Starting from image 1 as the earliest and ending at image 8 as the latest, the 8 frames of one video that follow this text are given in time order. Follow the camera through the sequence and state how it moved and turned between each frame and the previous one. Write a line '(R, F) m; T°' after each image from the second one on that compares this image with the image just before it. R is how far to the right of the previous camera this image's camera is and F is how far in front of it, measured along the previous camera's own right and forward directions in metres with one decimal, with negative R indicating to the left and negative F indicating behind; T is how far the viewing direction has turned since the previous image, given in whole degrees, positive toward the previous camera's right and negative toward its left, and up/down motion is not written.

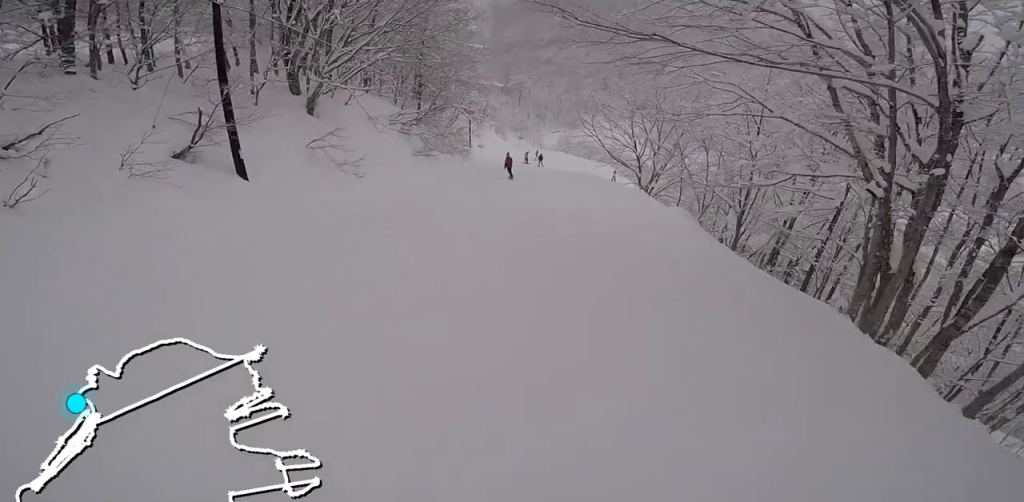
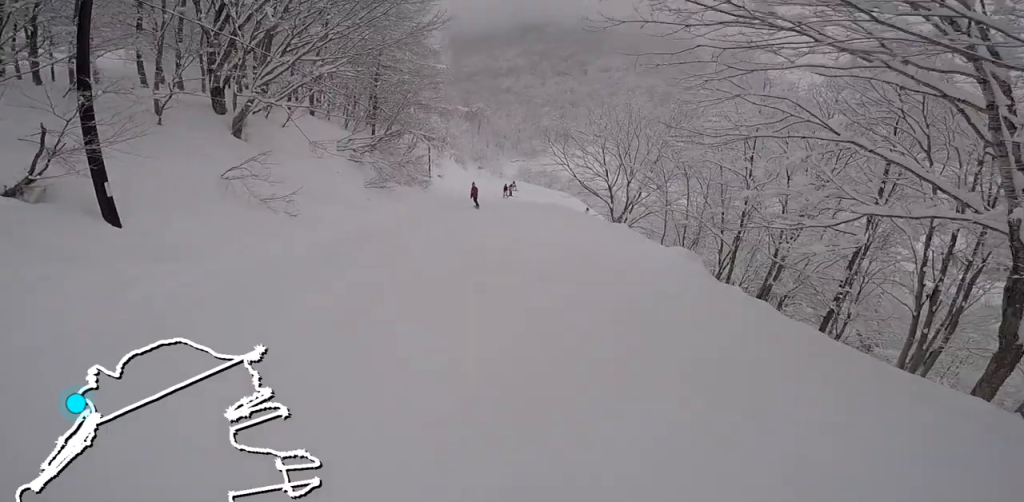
(-1.0, +2.3) m; 0°
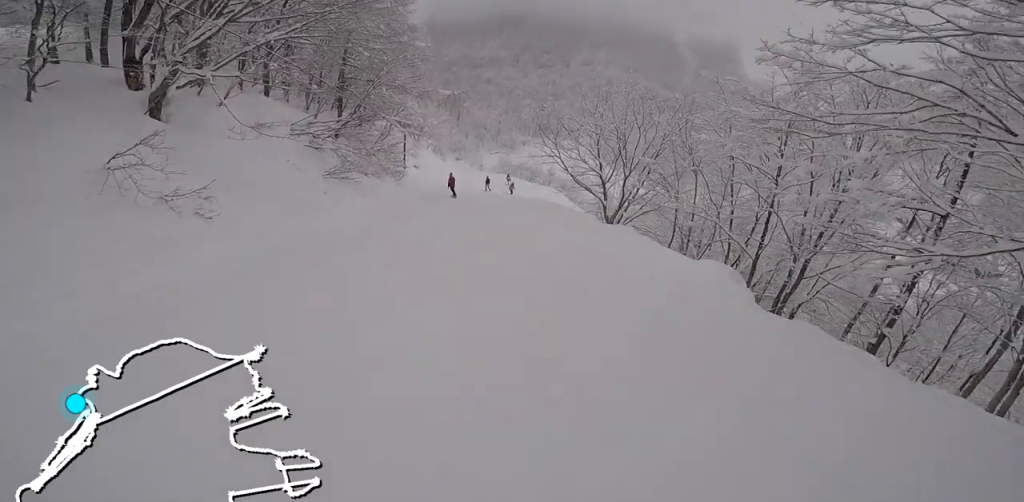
(+0.5, +2.4) m; +9°
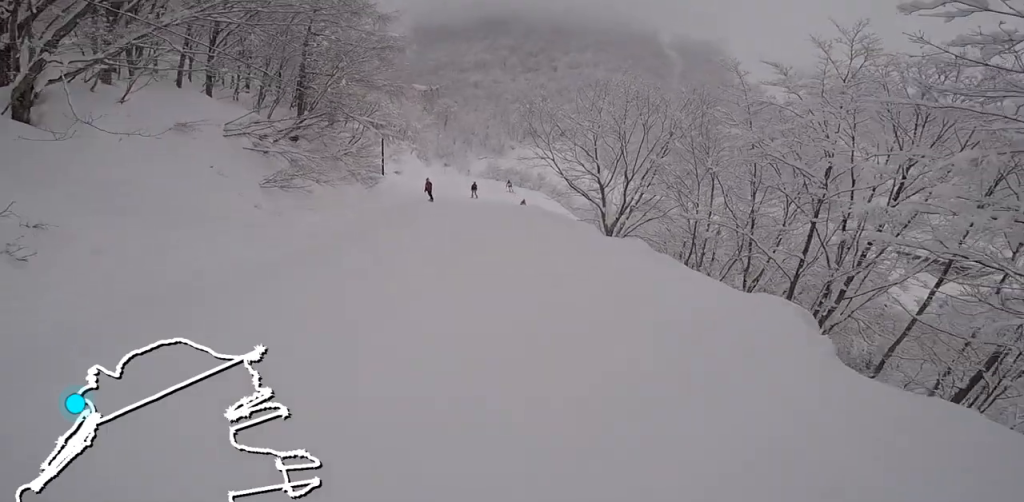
(+0.6, +2.8) m; +12°
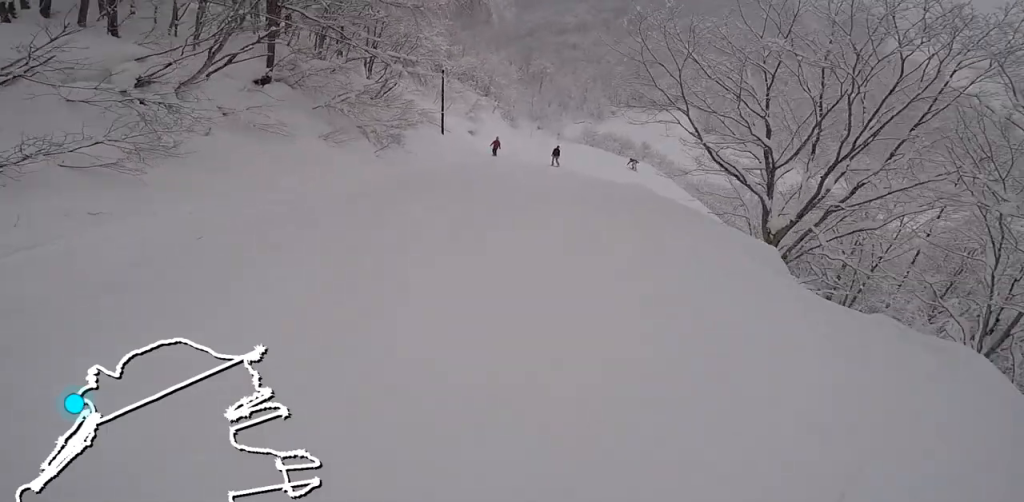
(0.0, +8.4) m; -17°
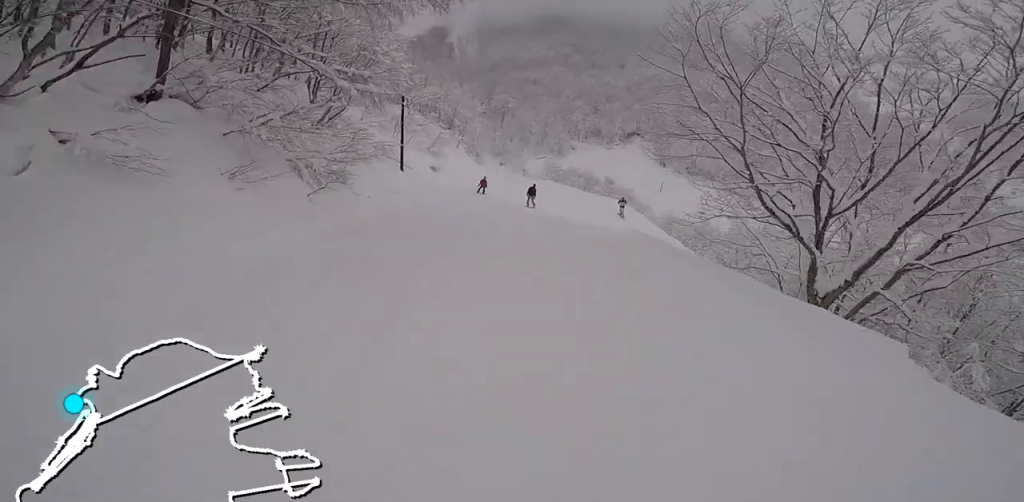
(-0.9, +3.1) m; -4°
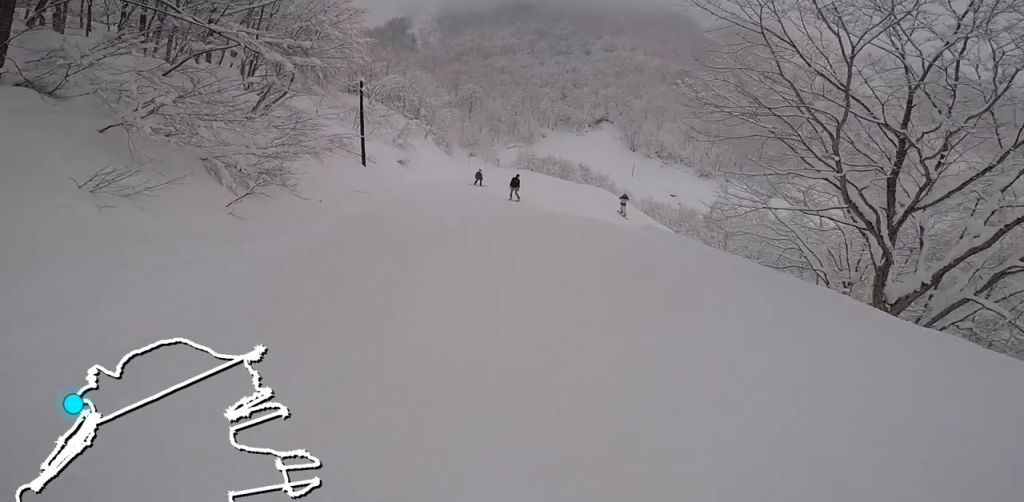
(-0.5, +2.3) m; +3°
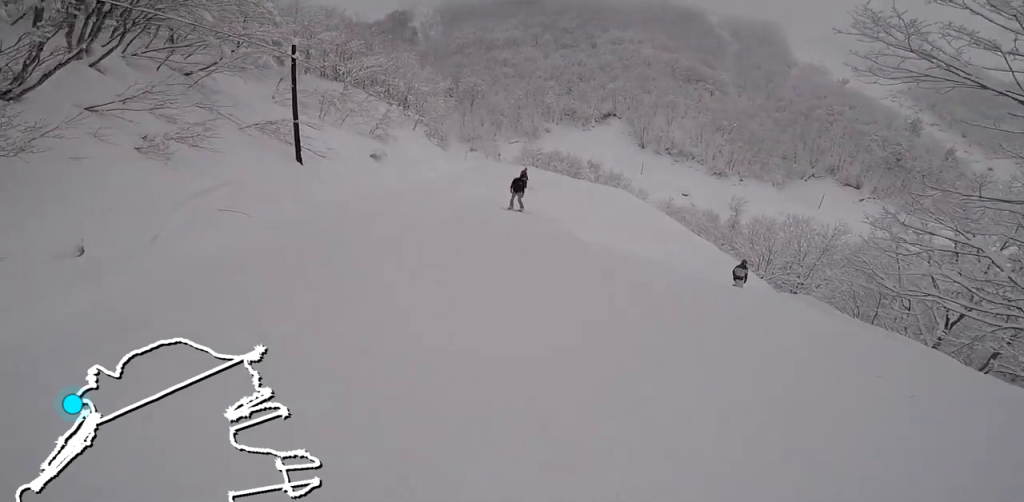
(+2.1, +6.1) m; +7°
